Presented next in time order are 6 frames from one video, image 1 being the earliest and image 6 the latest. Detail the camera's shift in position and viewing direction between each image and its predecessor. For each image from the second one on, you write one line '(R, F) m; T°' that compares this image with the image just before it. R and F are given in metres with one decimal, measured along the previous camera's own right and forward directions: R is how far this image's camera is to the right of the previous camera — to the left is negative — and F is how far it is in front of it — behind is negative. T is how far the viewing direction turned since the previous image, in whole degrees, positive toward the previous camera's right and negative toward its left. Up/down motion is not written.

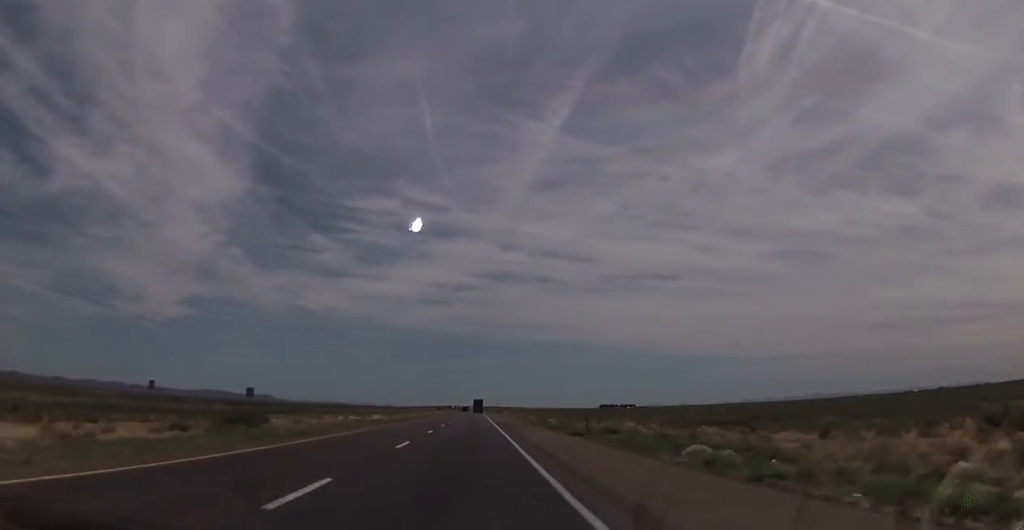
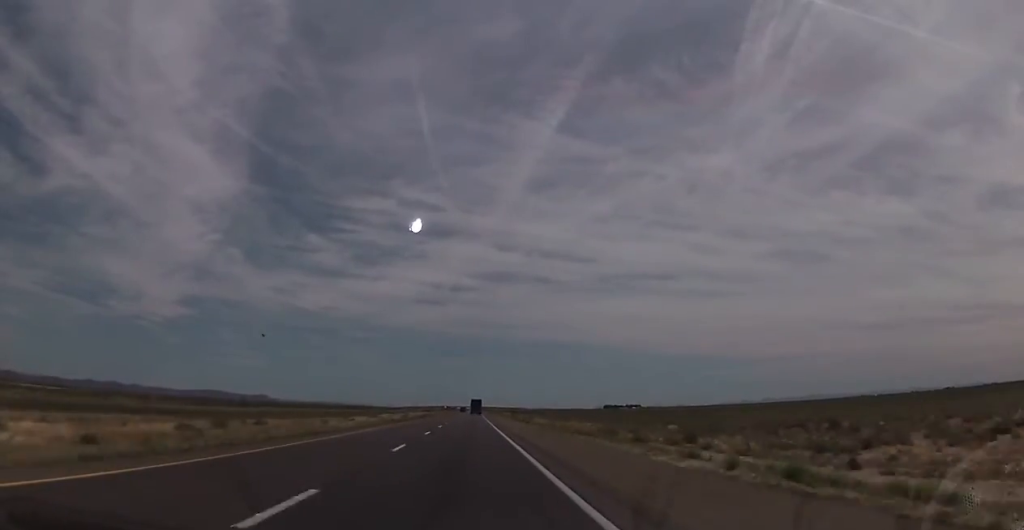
(+0.8, +112.0) m; 0°
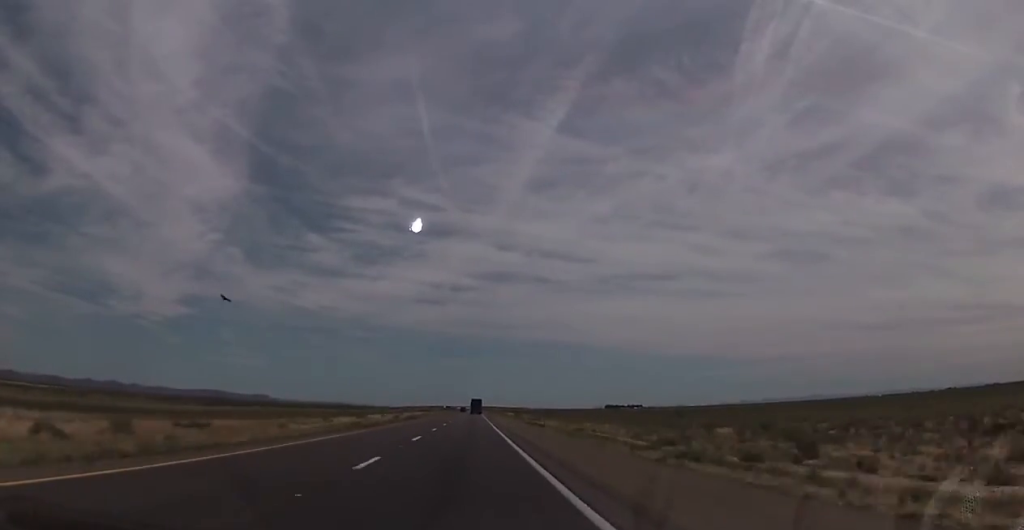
(0.0, +17.8) m; 0°
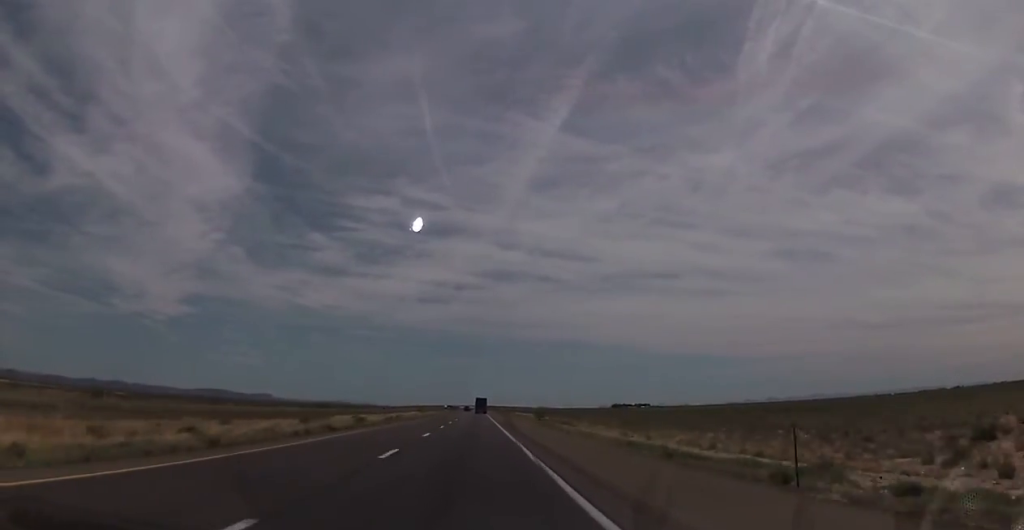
(-0.3, +46.4) m; 0°
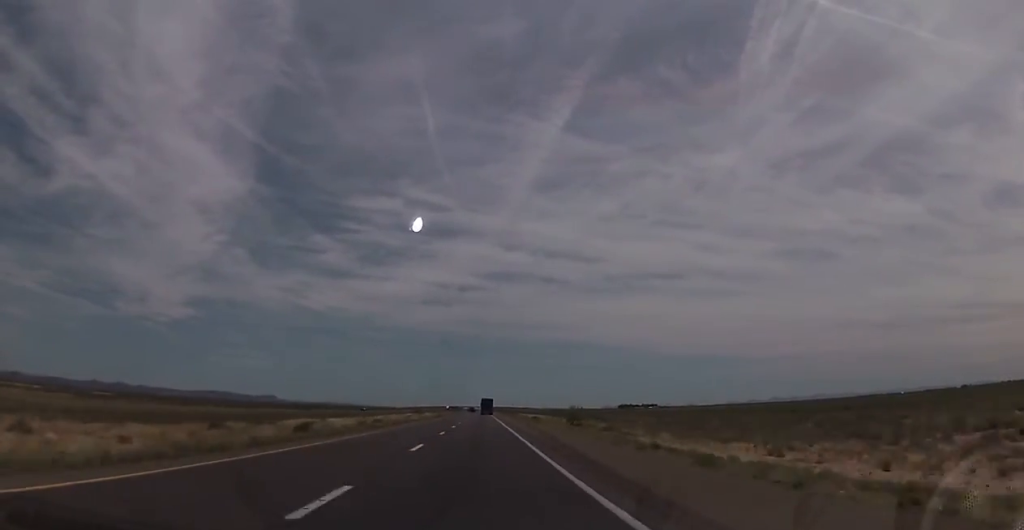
(0.0, +33.3) m; 0°
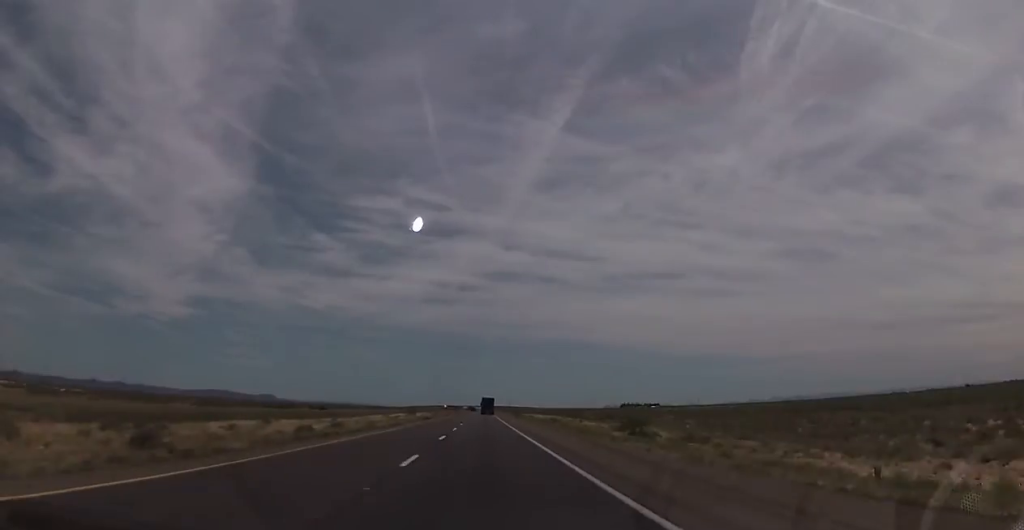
(-0.4, +29.7) m; 0°
